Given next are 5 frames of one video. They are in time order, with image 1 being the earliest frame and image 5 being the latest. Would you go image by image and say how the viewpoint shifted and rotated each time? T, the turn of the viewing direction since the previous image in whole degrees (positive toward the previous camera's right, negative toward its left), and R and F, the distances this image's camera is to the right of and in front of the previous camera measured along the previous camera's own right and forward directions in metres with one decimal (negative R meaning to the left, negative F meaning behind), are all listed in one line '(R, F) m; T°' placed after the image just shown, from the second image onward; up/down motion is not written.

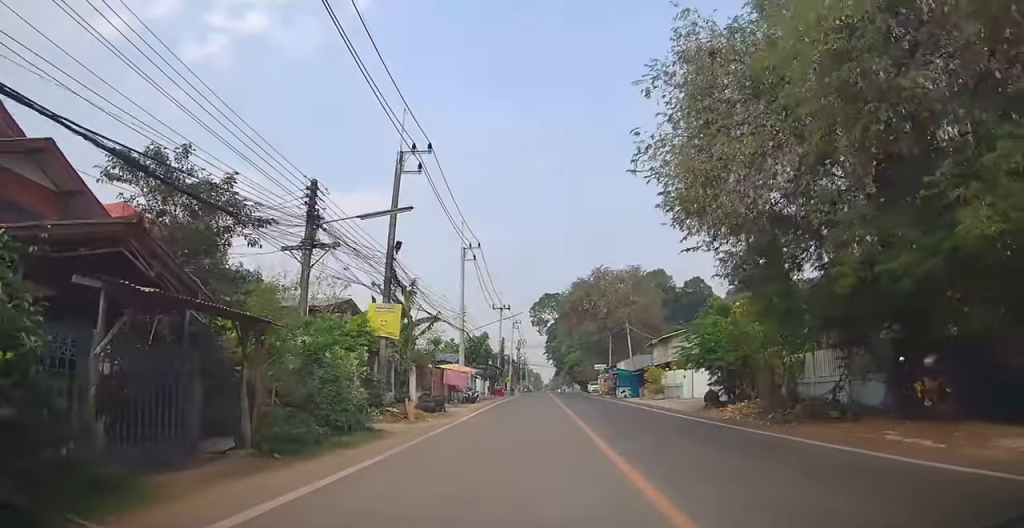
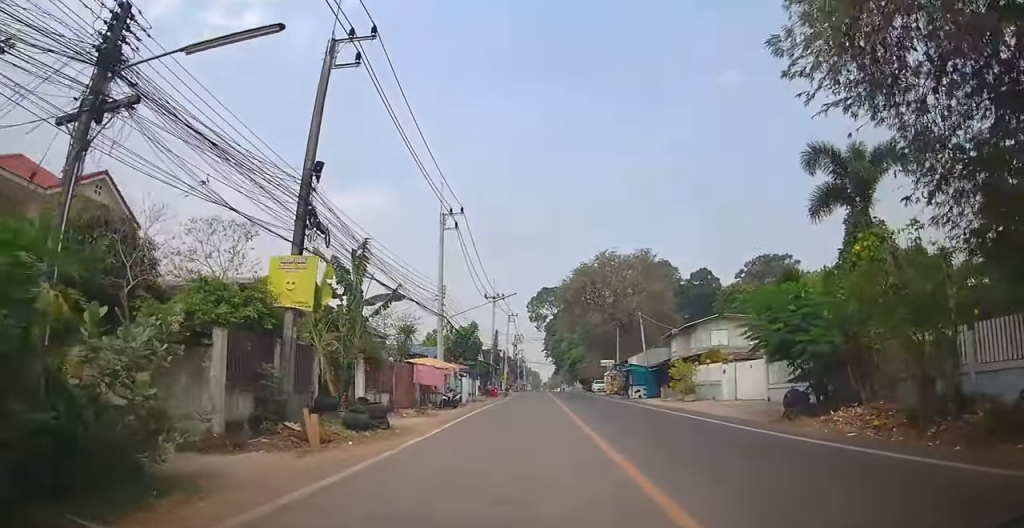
(0.0, +7.8) m; 0°
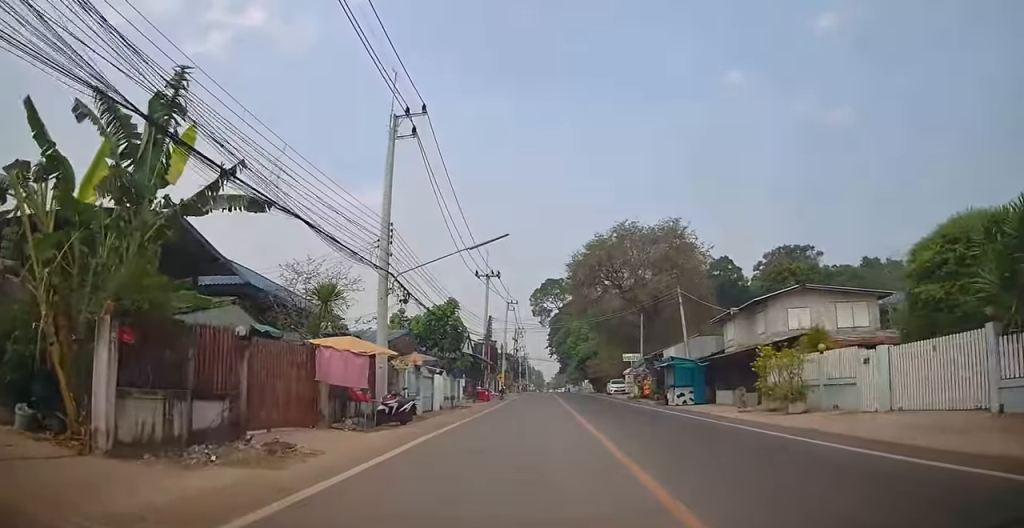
(+0.1, +12.2) m; +1°
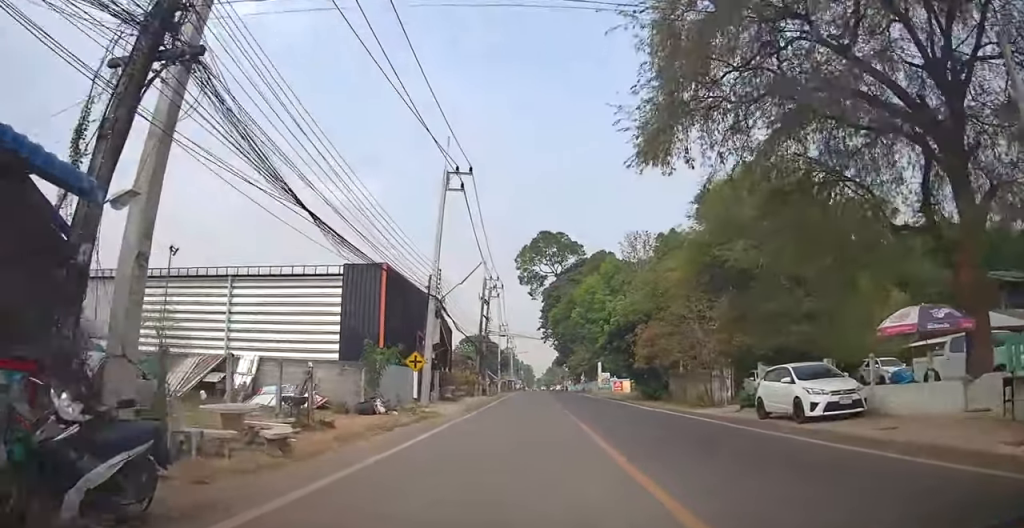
(+0.4, +40.5) m; +1°
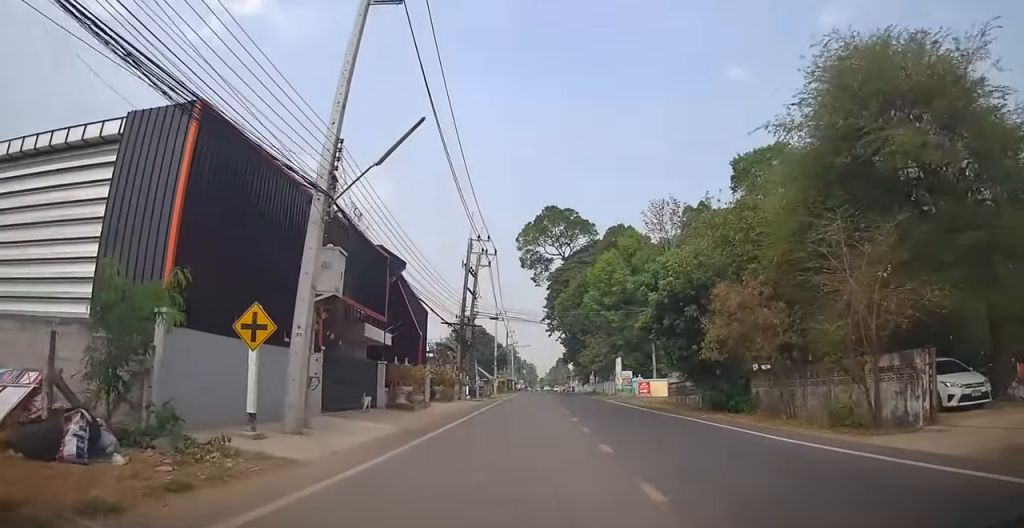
(+0.1, +14.1) m; 0°
